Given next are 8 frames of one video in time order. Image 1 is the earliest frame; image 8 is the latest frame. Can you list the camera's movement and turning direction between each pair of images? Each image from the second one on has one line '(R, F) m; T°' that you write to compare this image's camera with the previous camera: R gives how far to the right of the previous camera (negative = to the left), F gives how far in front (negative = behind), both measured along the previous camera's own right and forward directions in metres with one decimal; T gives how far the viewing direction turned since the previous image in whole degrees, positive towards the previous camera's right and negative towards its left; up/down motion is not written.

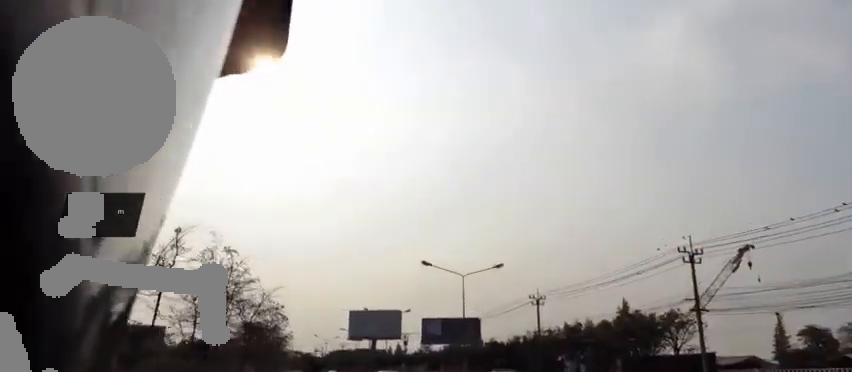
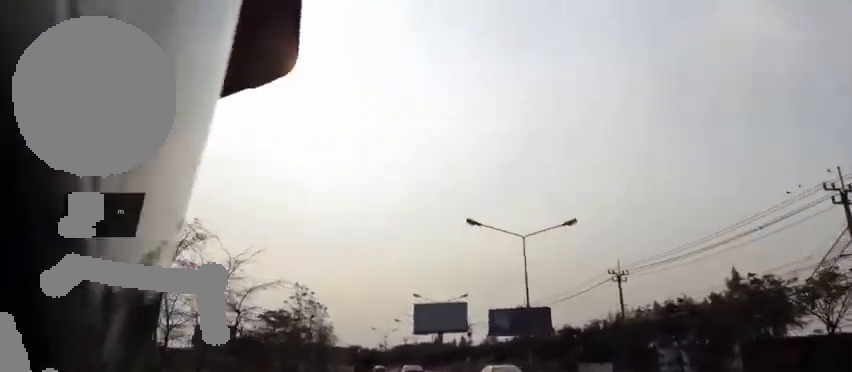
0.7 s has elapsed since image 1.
(-0.6, +9.0) m; -5°
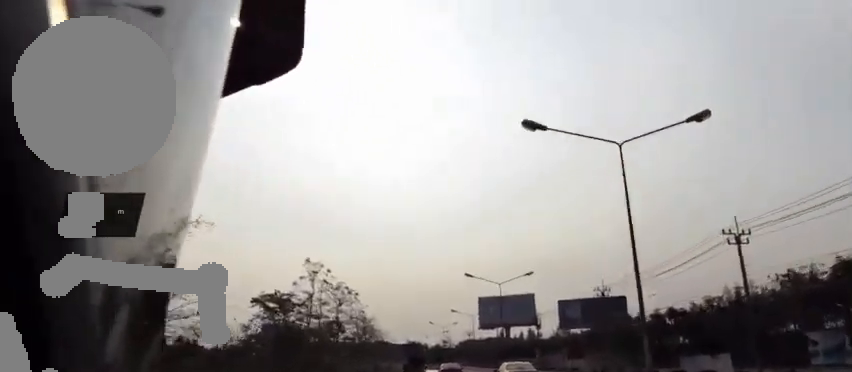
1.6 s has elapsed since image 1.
(+0.1, +11.1) m; -7°
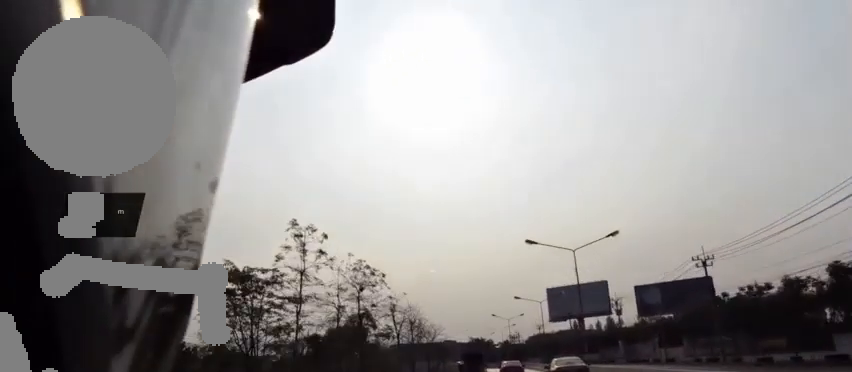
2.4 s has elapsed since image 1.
(-1.4, +11.1) m; -11°
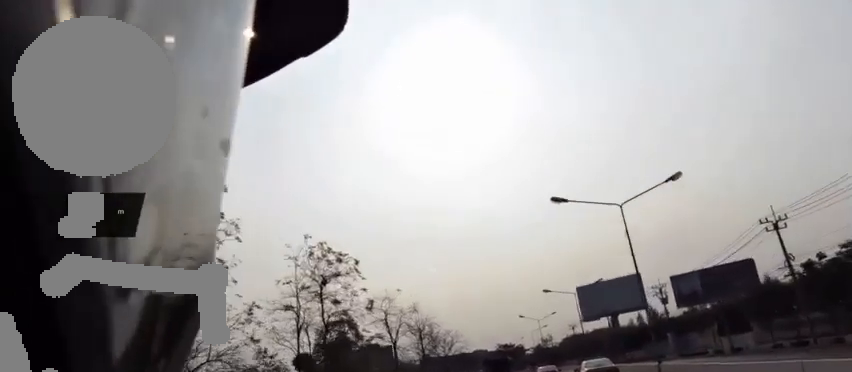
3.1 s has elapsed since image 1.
(-0.8, +9.9) m; -5°
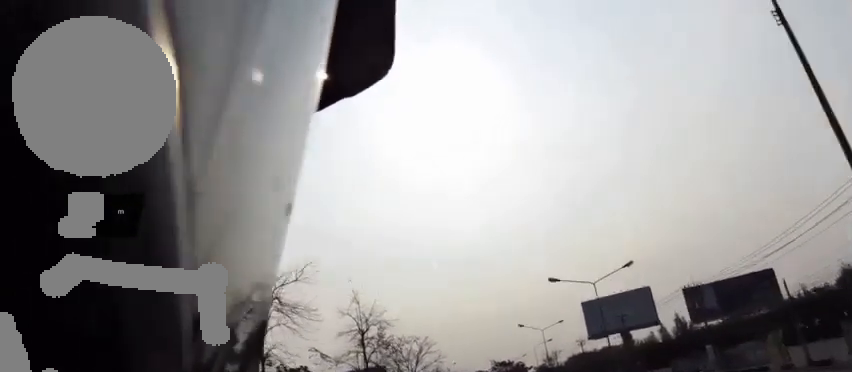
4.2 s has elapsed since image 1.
(-0.8, +16.3) m; -6°
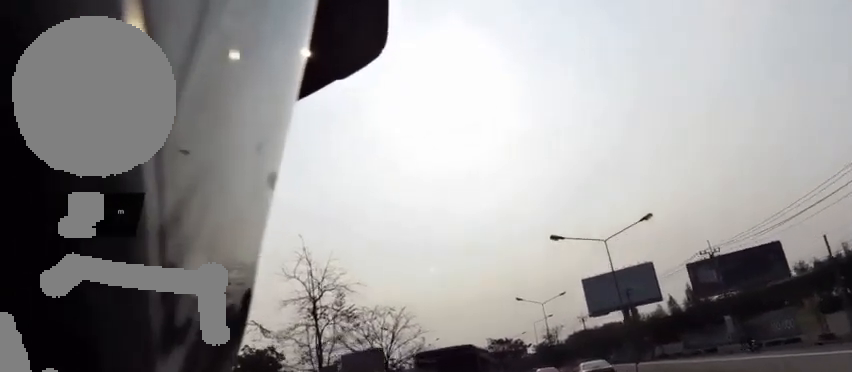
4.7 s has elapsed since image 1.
(+0.2, +7.1) m; -2°
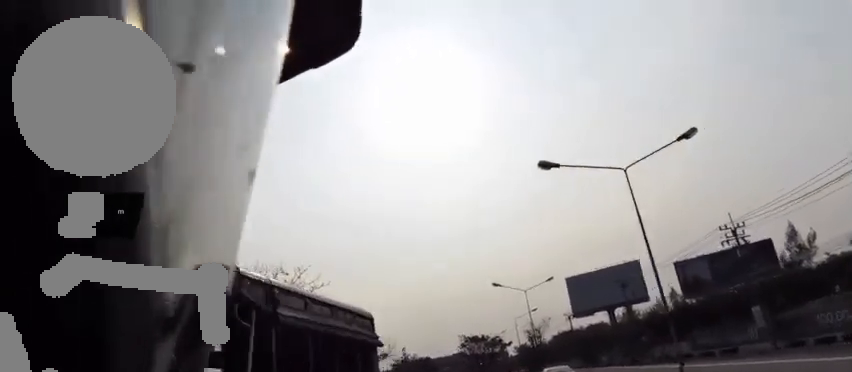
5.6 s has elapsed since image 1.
(-1.2, +13.6) m; -3°
